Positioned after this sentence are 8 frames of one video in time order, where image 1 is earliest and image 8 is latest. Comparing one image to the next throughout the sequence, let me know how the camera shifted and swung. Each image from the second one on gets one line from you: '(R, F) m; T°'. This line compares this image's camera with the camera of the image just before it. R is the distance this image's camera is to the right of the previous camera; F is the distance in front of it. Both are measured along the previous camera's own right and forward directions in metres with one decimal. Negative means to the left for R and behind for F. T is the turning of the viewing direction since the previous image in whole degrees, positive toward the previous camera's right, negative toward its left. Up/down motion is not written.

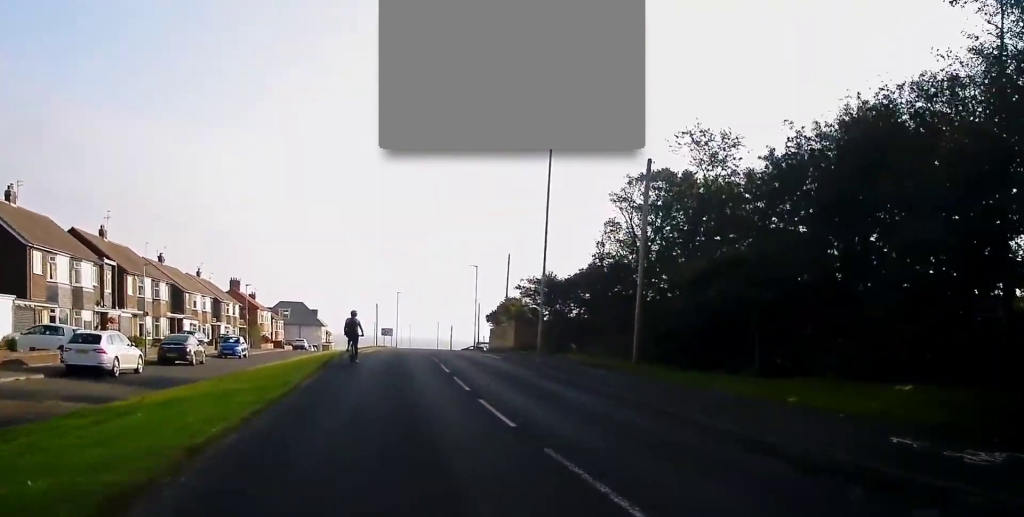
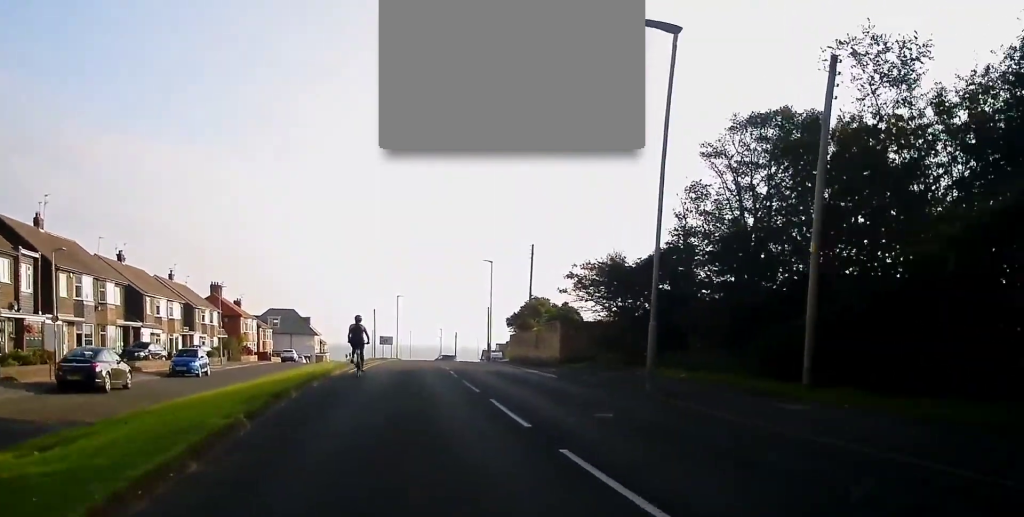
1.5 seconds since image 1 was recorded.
(-0.3, +12.3) m; +1°
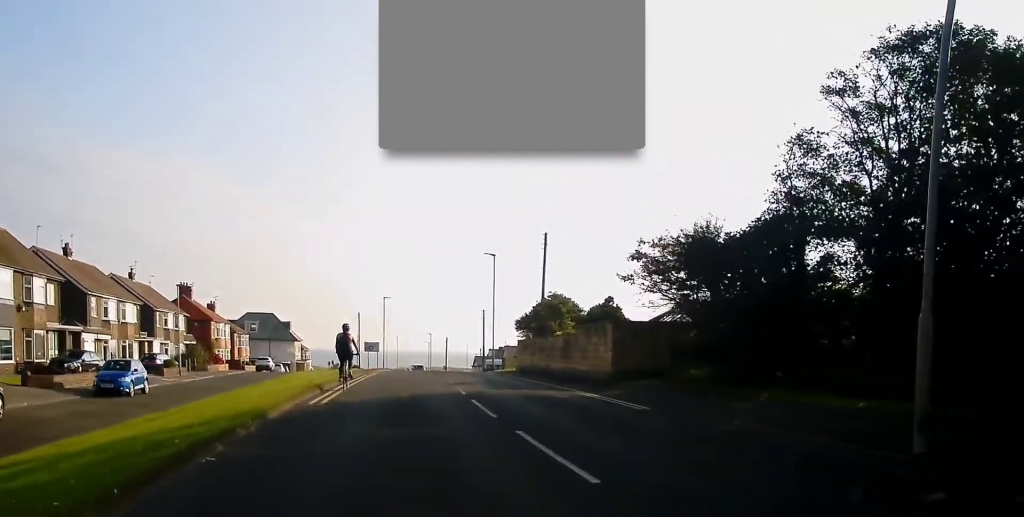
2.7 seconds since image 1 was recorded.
(+0.4, +9.6) m; +1°
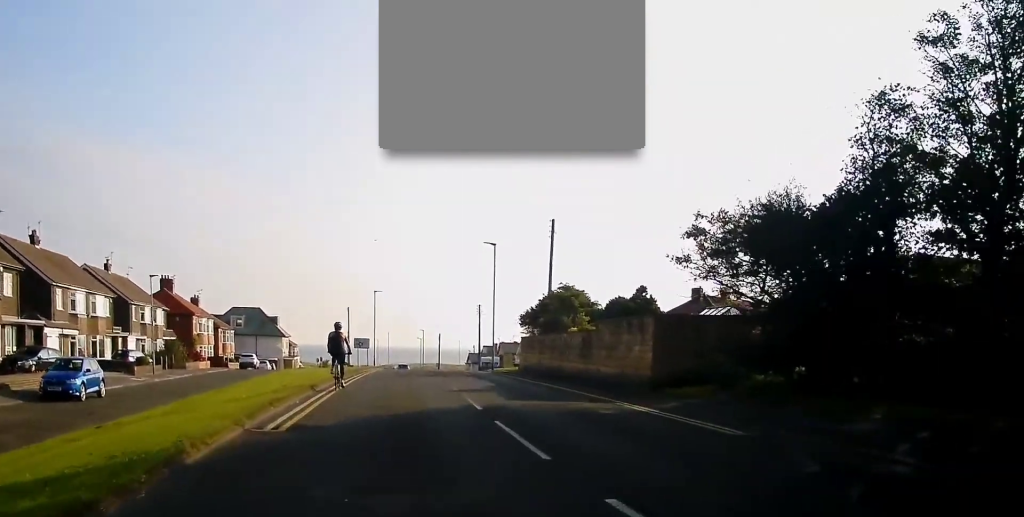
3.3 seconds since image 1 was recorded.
(-0.2, +4.6) m; 0°
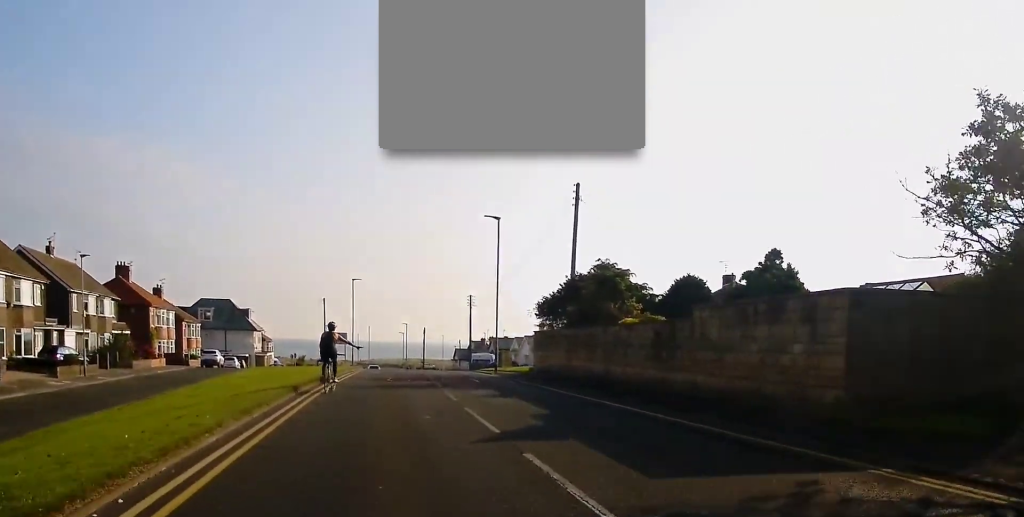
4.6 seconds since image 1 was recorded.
(+0.1, +9.6) m; +2°
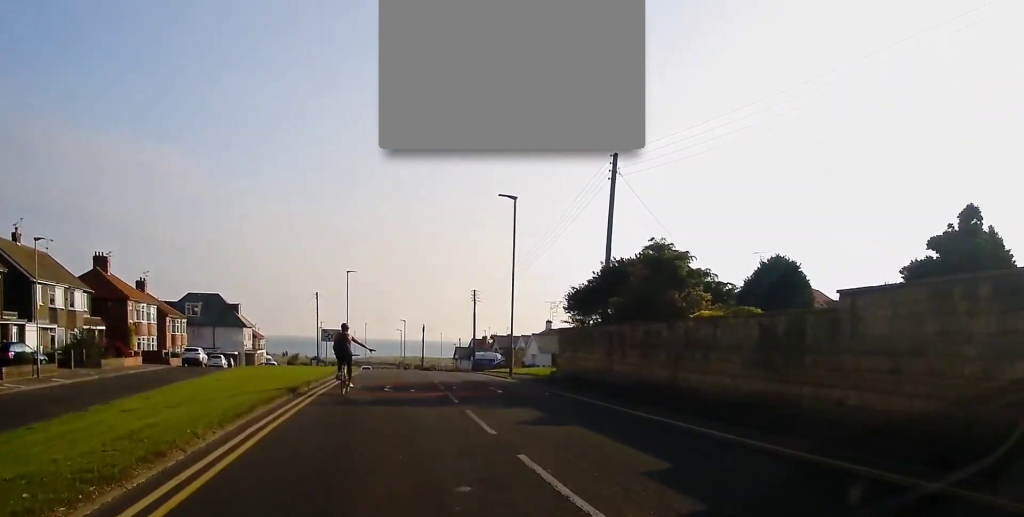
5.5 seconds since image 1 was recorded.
(+0.1, +5.9) m; 0°
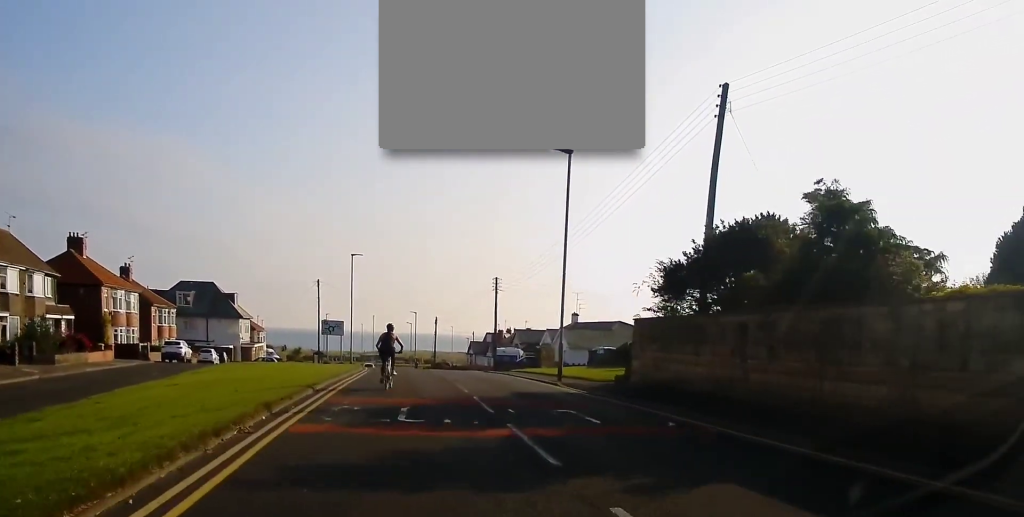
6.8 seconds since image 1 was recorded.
(-0.1, +8.9) m; -2°
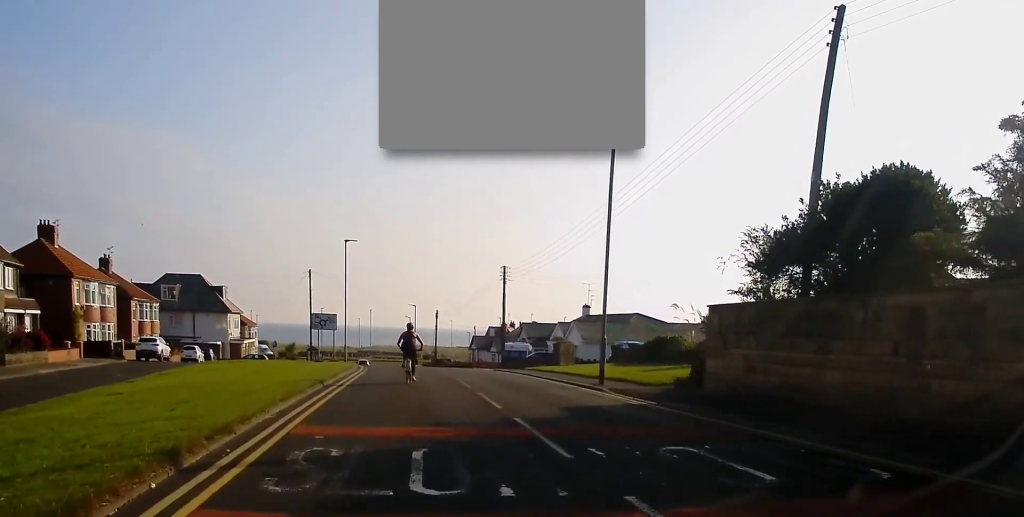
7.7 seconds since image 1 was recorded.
(-0.1, +5.8) m; -1°
